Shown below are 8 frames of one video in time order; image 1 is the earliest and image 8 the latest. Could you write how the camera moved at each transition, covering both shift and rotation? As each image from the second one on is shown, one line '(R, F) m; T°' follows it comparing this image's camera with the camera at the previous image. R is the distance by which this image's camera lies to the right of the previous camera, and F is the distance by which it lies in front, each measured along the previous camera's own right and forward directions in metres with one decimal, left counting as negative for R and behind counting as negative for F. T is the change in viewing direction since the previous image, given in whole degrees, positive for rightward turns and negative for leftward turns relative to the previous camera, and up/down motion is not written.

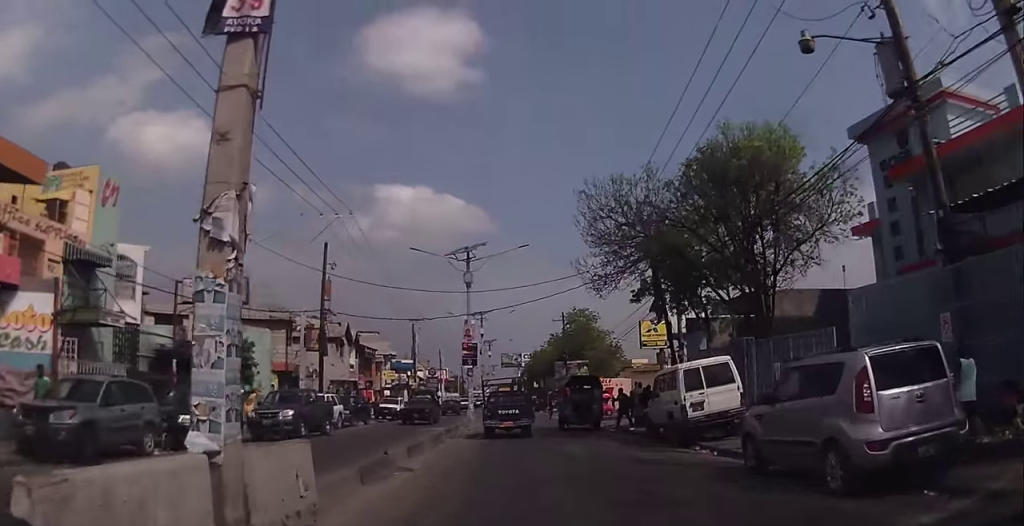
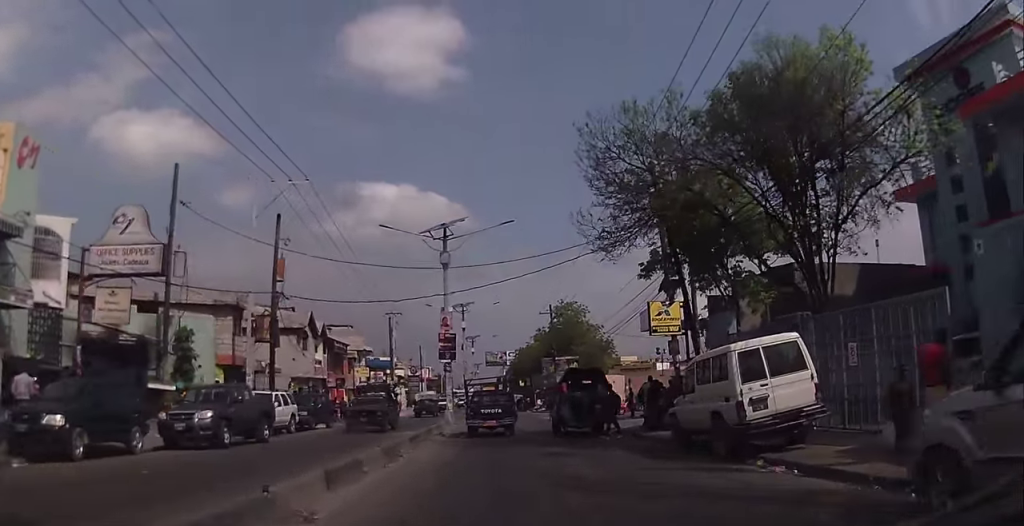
(0.0, +5.0) m; +4°
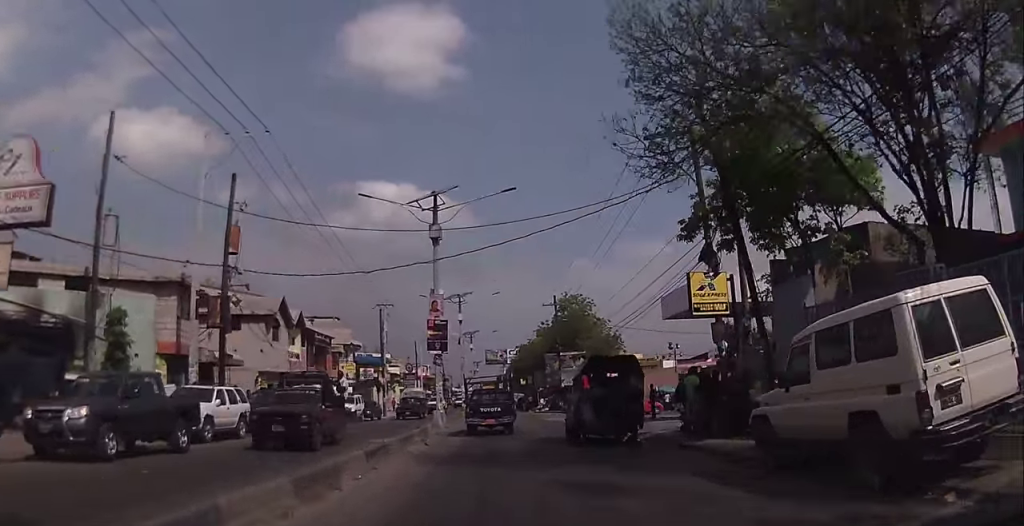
(+0.5, +5.4) m; 0°
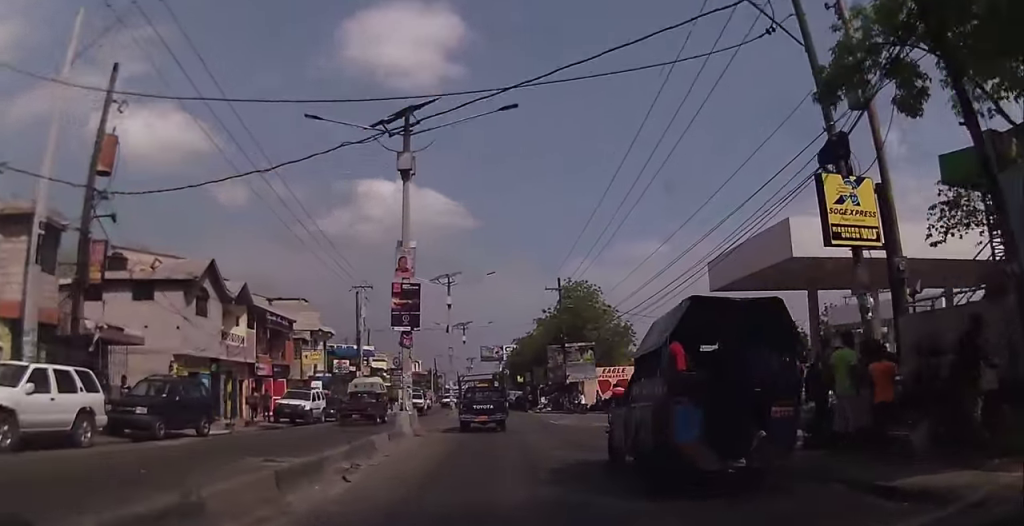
(-0.4, +8.7) m; -3°
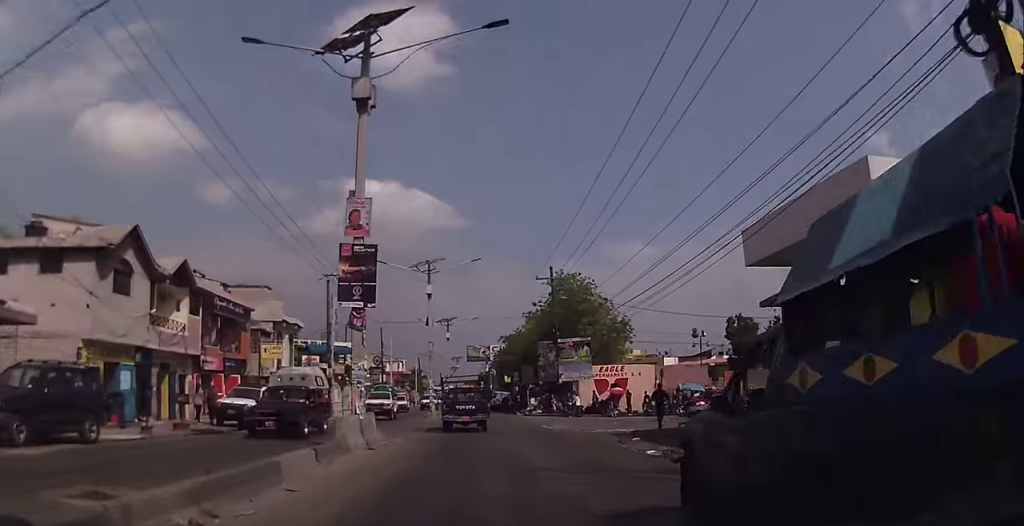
(0.0, +5.5) m; +2°
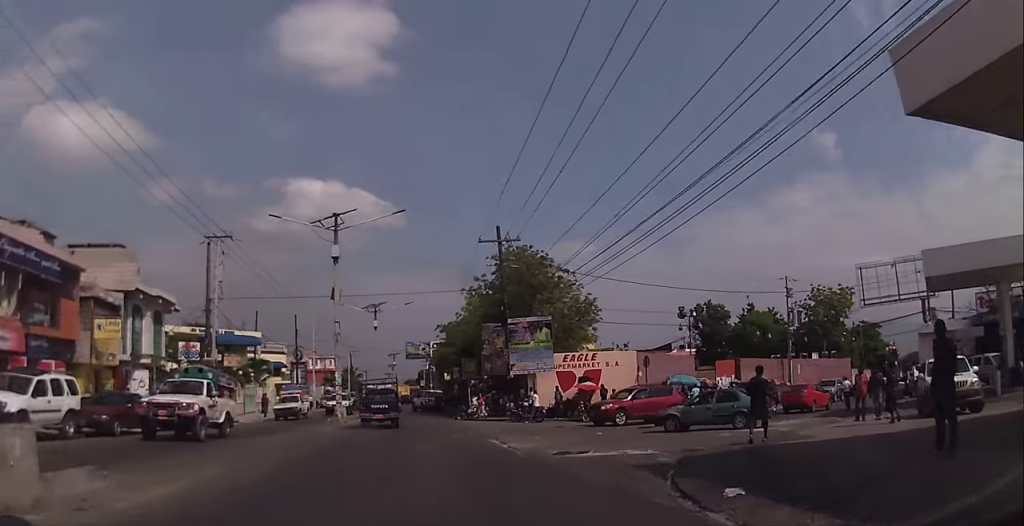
(+1.0, +12.4) m; +4°
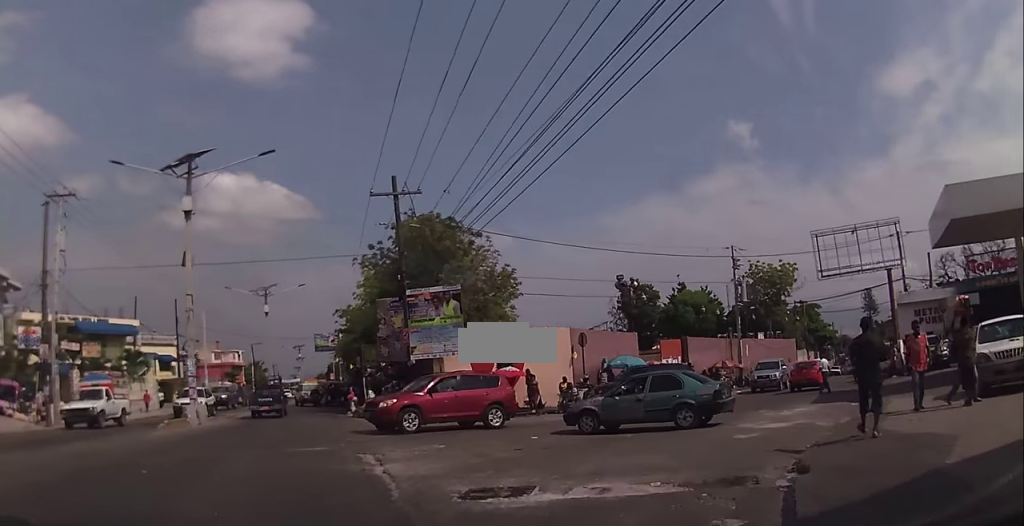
(-0.1, +8.3) m; +6°
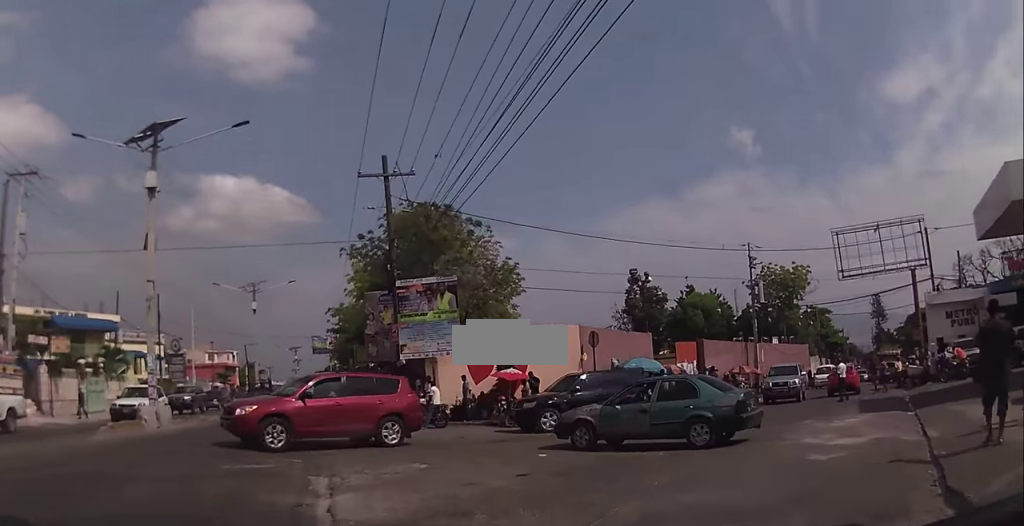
(+0.3, +3.9) m; +6°
